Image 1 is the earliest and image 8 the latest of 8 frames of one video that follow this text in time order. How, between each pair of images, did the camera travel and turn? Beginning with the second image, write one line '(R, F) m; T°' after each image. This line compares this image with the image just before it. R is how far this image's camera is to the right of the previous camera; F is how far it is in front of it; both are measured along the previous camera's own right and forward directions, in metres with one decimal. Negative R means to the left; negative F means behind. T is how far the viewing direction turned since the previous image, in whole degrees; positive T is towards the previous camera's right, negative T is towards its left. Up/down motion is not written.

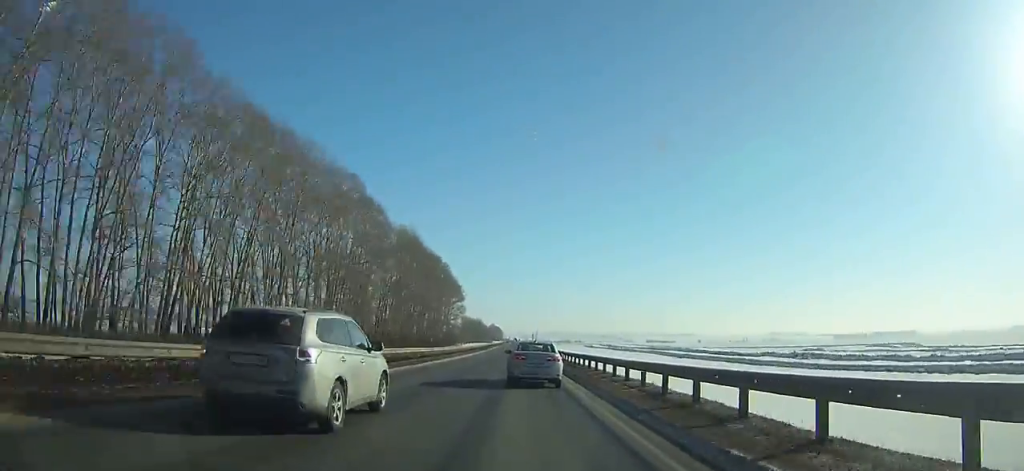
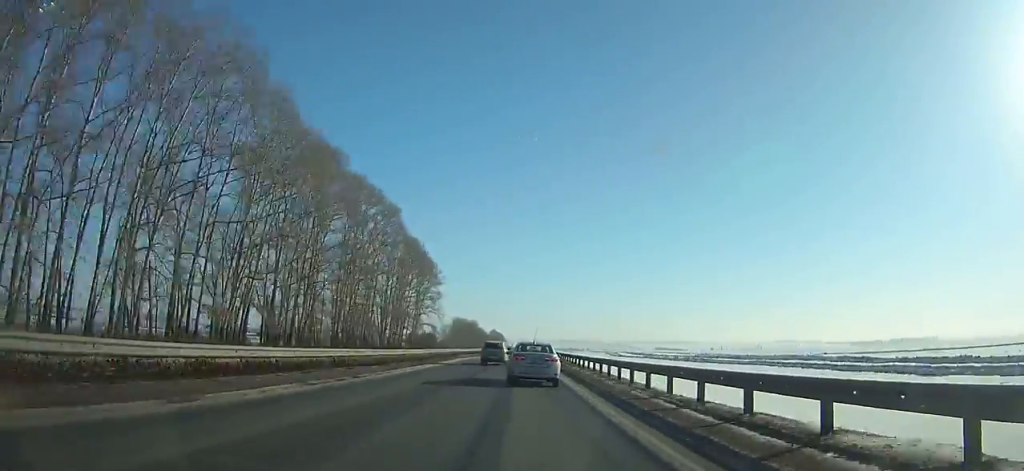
(0.0, +83.4) m; 0°
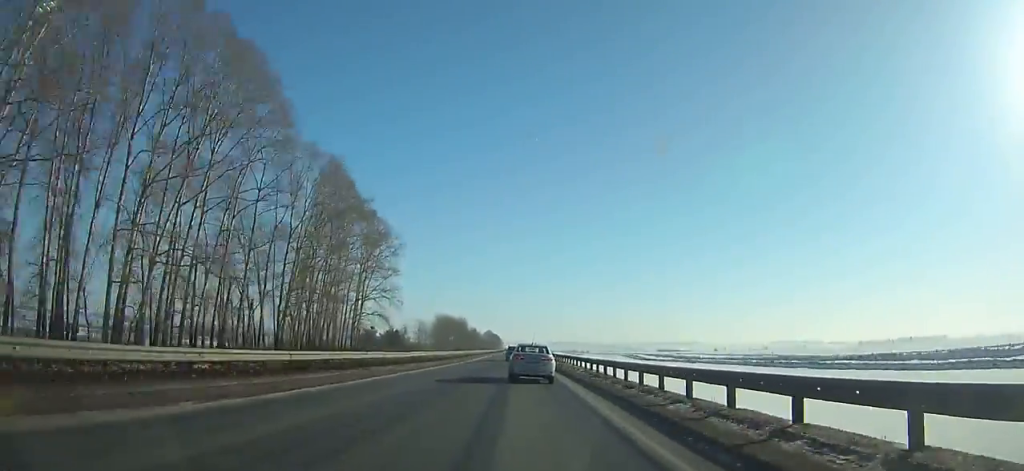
(0.0, +57.0) m; 0°
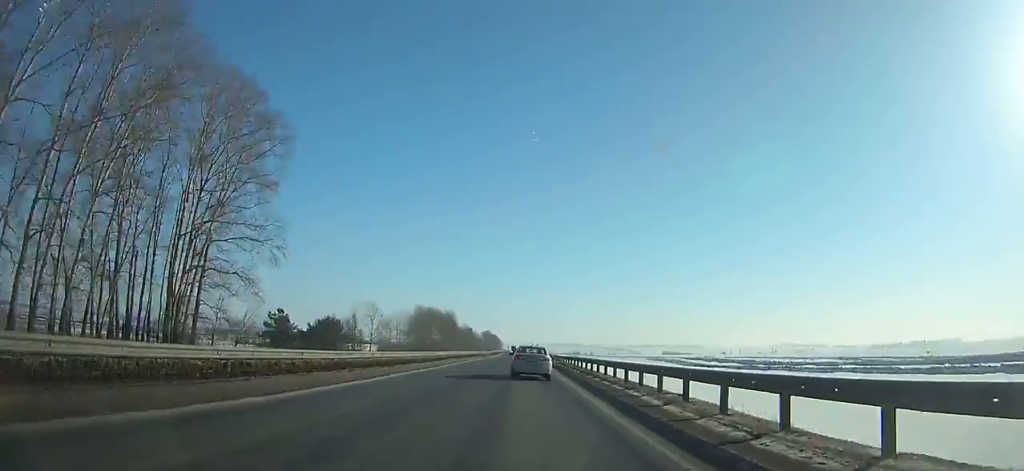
(0.0, +60.1) m; 0°
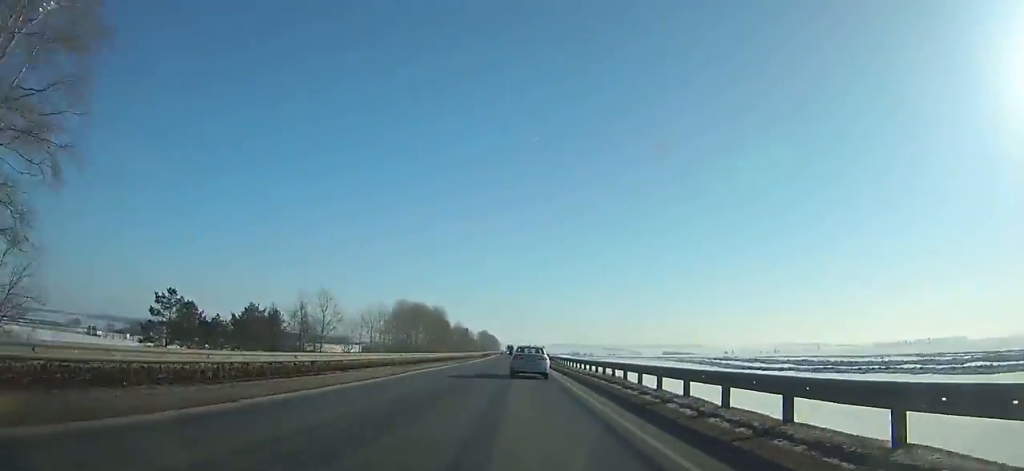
(0.0, +30.3) m; 0°
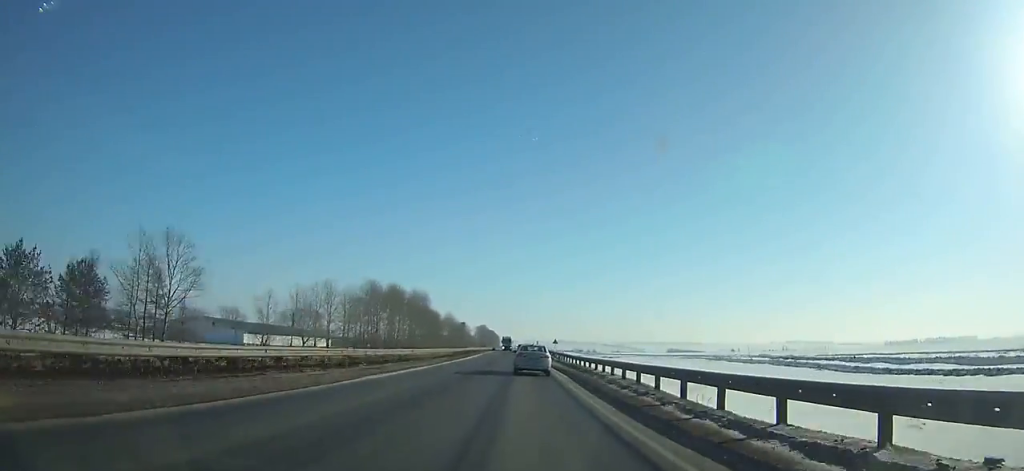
(-0.1, +45.0) m; 0°
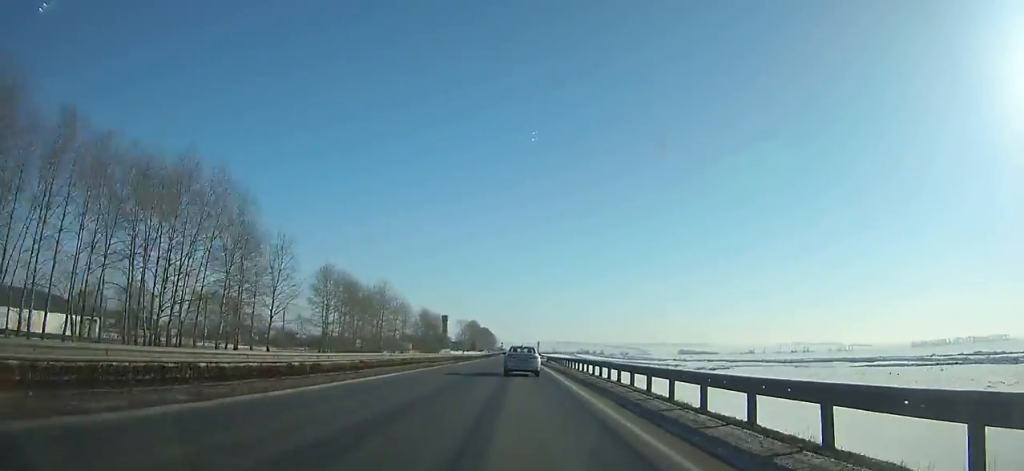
(0.0, +126.9) m; 0°
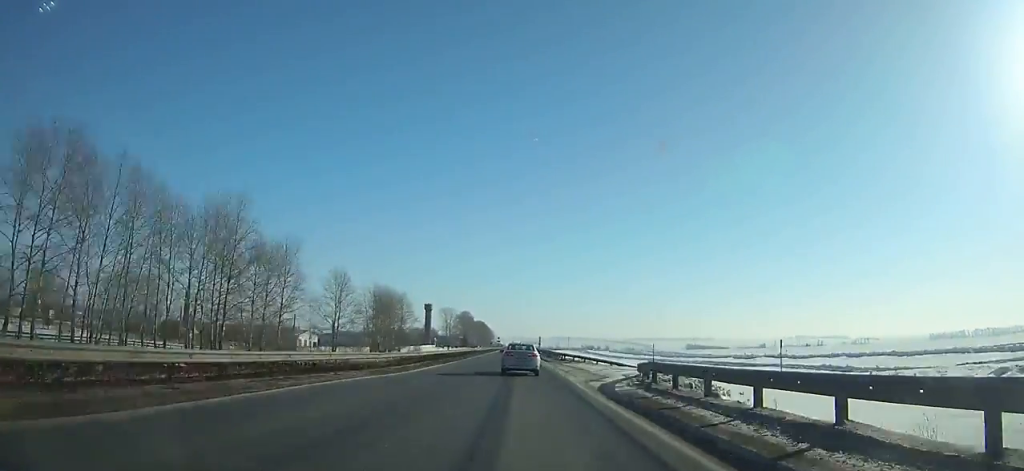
(+0.2, +74.3) m; 0°
